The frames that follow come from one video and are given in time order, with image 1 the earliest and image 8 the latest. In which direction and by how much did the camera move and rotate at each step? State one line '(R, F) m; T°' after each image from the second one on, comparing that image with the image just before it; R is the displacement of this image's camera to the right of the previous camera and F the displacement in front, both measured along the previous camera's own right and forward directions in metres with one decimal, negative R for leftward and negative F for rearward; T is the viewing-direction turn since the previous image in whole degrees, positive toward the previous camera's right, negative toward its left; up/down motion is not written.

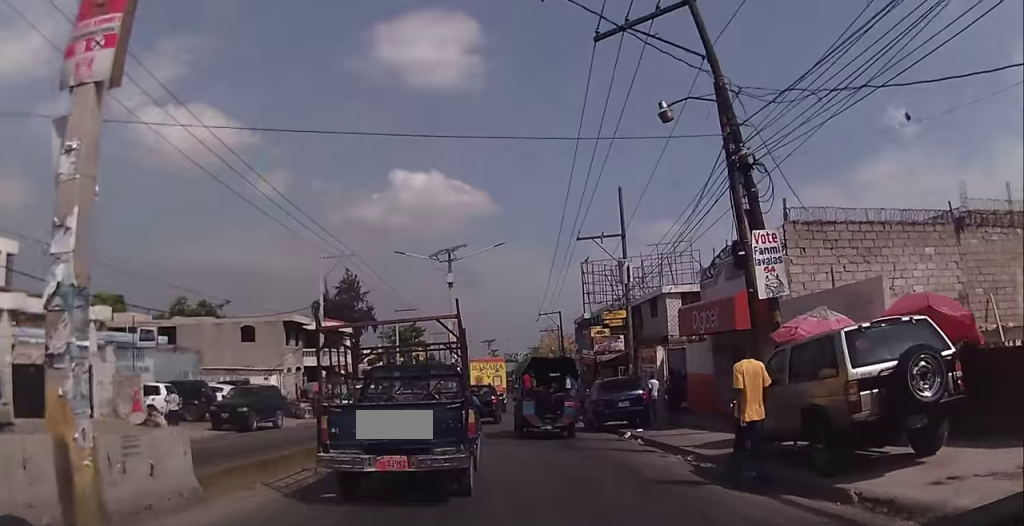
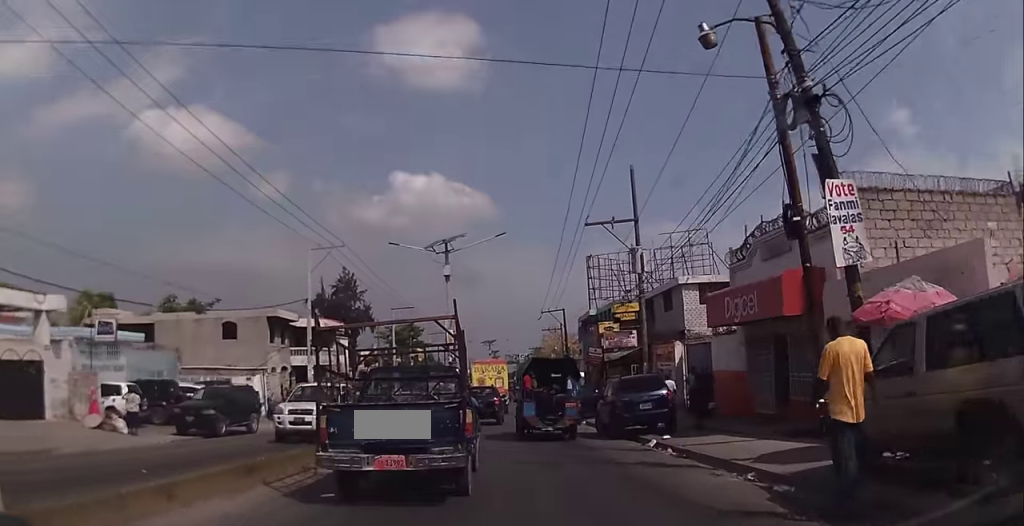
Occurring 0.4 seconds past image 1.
(-0.1, +3.0) m; 0°
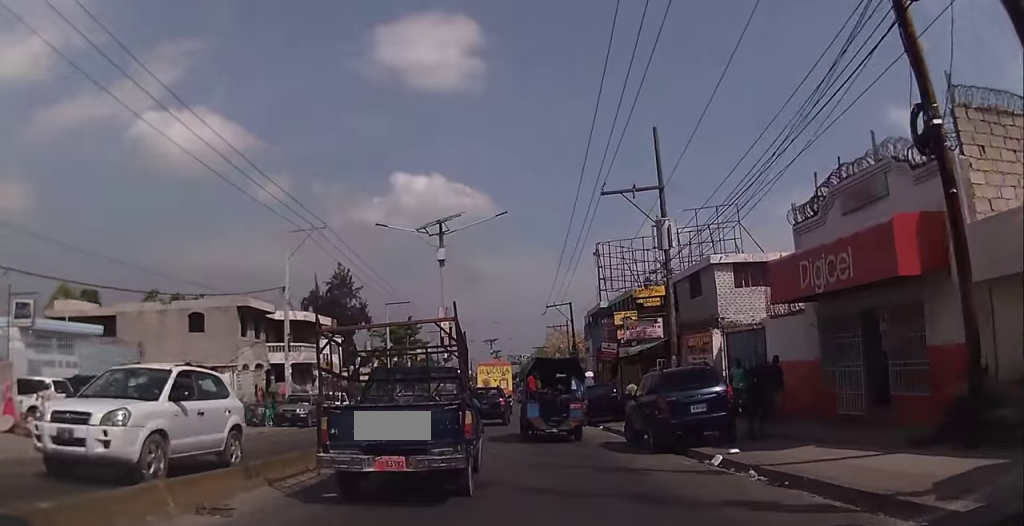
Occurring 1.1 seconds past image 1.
(-0.1, +4.6) m; 0°
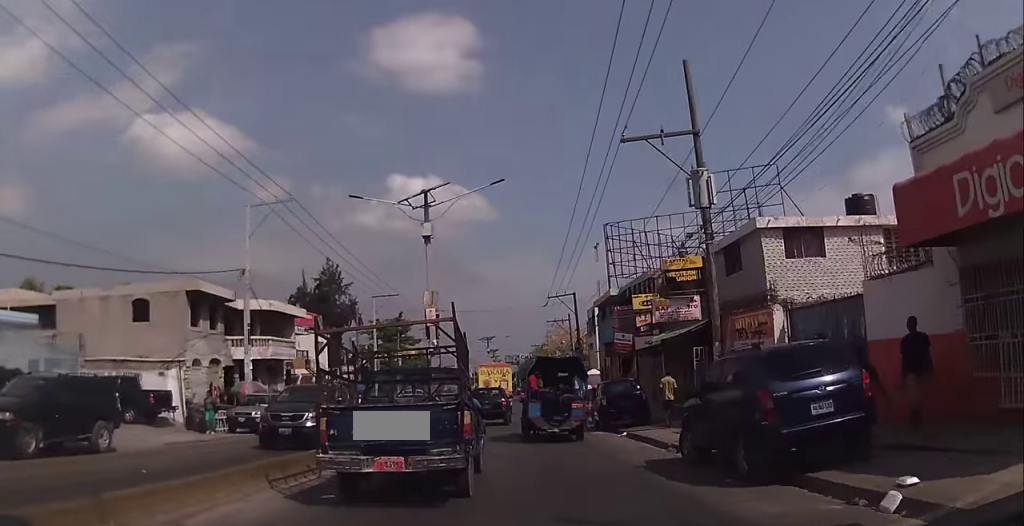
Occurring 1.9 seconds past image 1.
(+0.2, +5.5) m; -3°
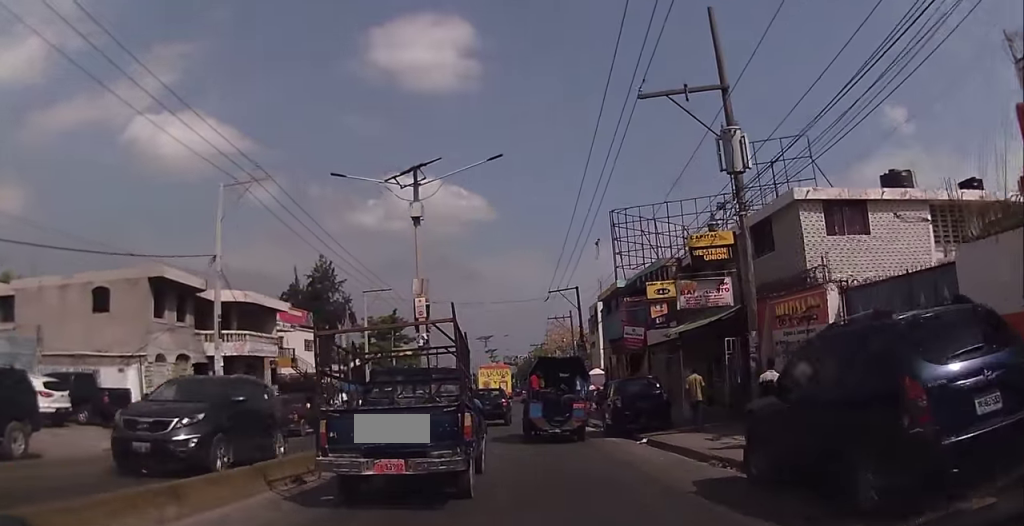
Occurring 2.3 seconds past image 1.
(-0.1, +3.1) m; -1°
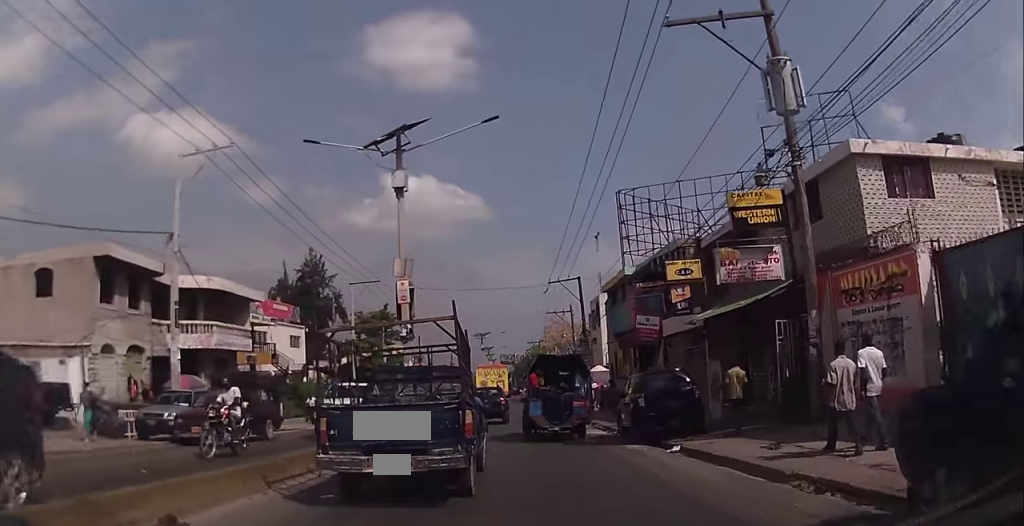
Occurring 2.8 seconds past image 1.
(-0.4, +3.6) m; 0°
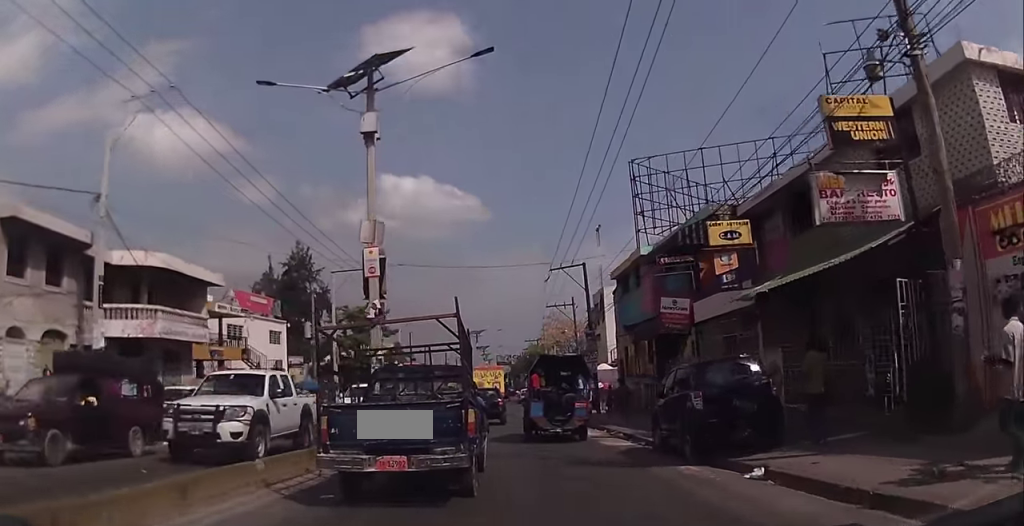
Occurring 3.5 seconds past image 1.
(+0.1, +4.8) m; +1°
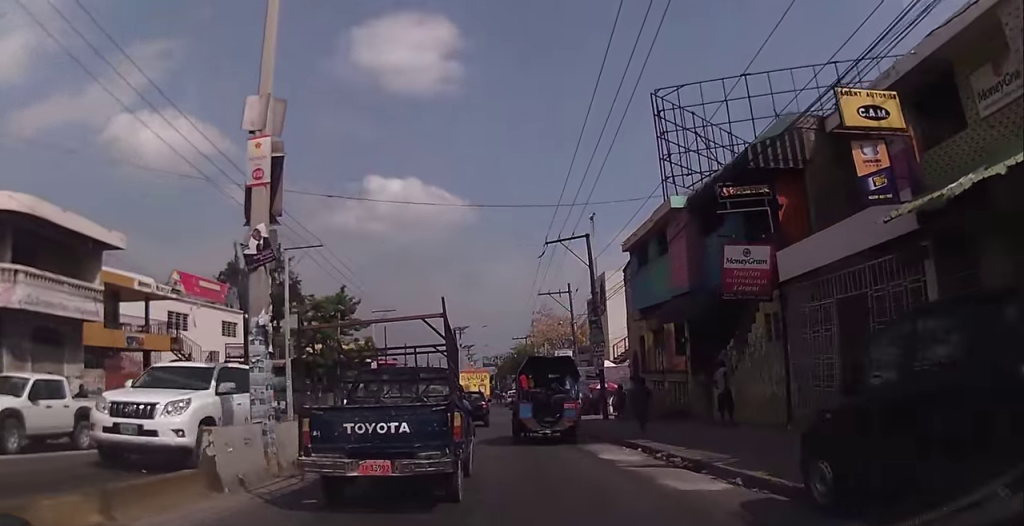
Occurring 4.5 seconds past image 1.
(+0.2, +7.8) m; 0°
